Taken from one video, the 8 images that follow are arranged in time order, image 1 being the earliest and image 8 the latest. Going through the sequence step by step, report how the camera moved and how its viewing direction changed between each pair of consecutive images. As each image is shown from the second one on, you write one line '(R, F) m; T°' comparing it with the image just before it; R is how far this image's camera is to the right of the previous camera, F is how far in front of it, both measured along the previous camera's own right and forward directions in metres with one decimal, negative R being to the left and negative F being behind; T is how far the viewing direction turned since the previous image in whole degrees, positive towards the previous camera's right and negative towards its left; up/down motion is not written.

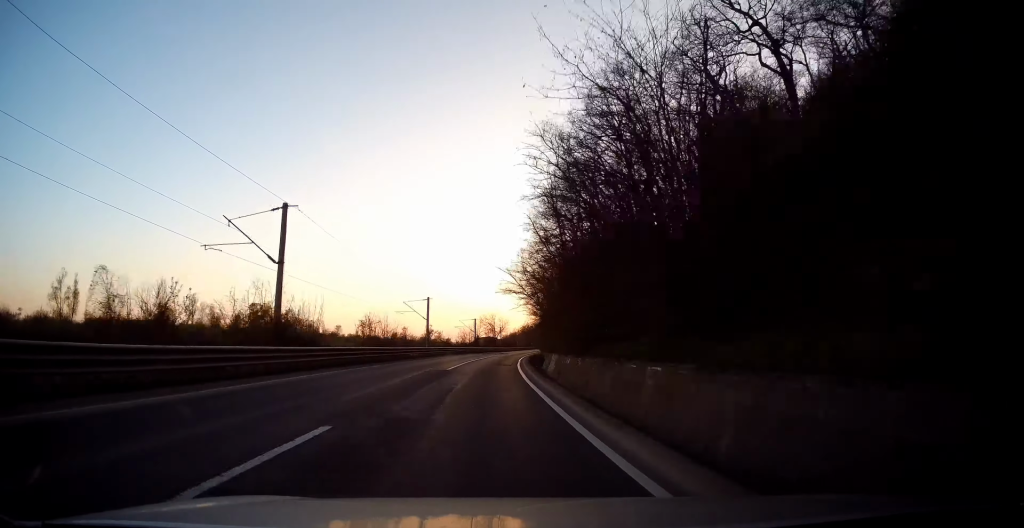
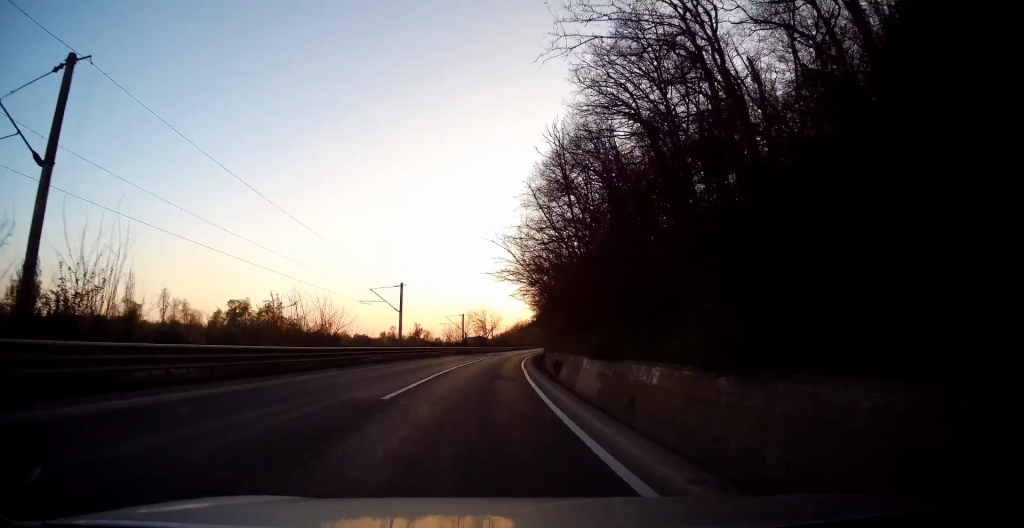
(0.0, +14.6) m; +1°
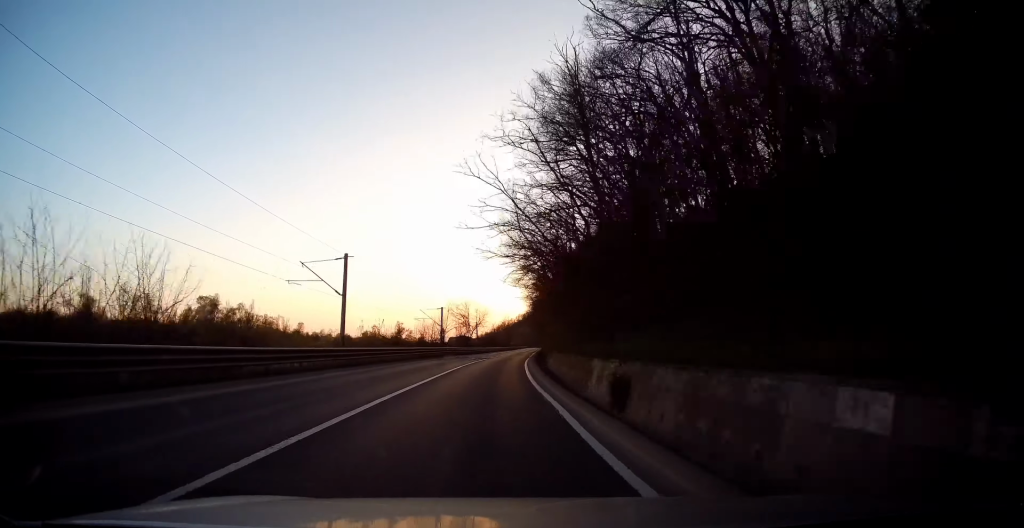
(+0.3, +16.5) m; +2°
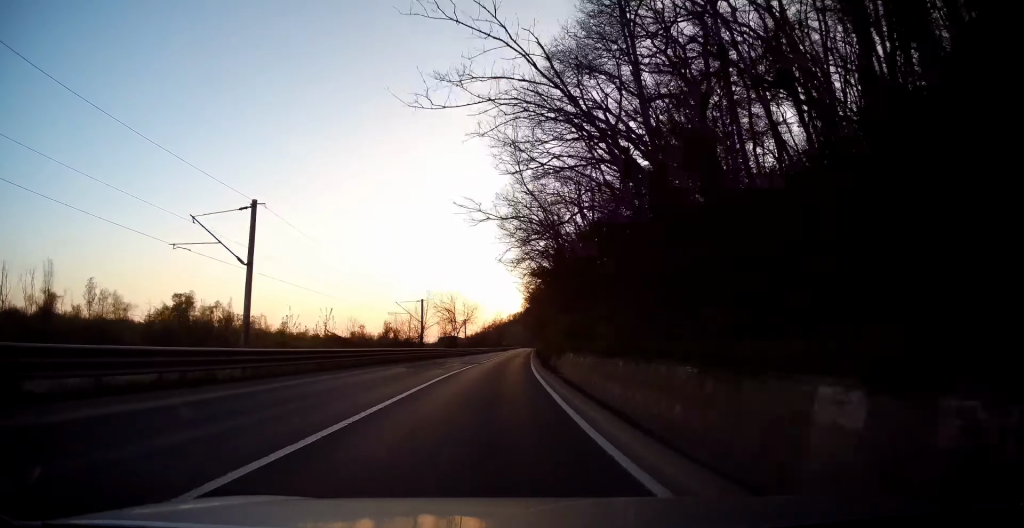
(+0.1, +13.7) m; +1°
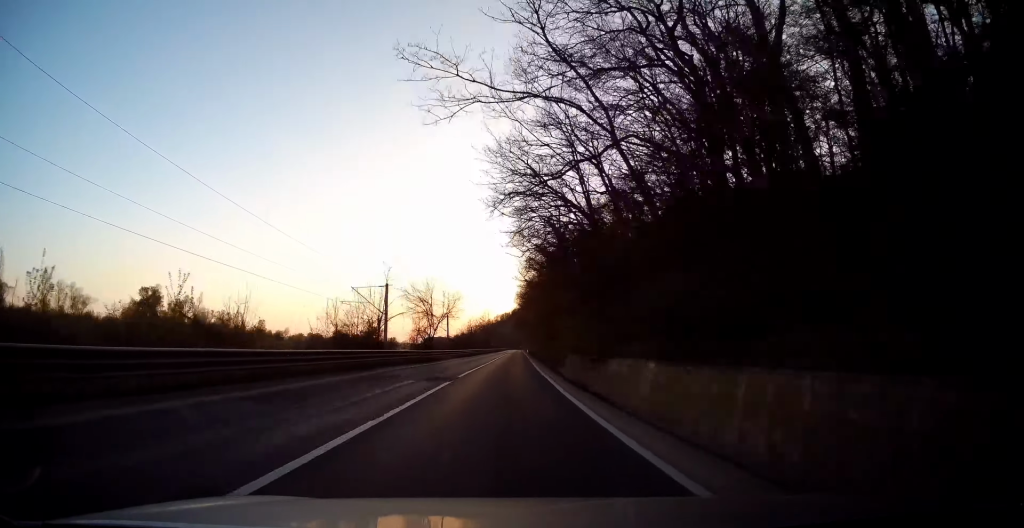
(+0.3, +16.5) m; +1°
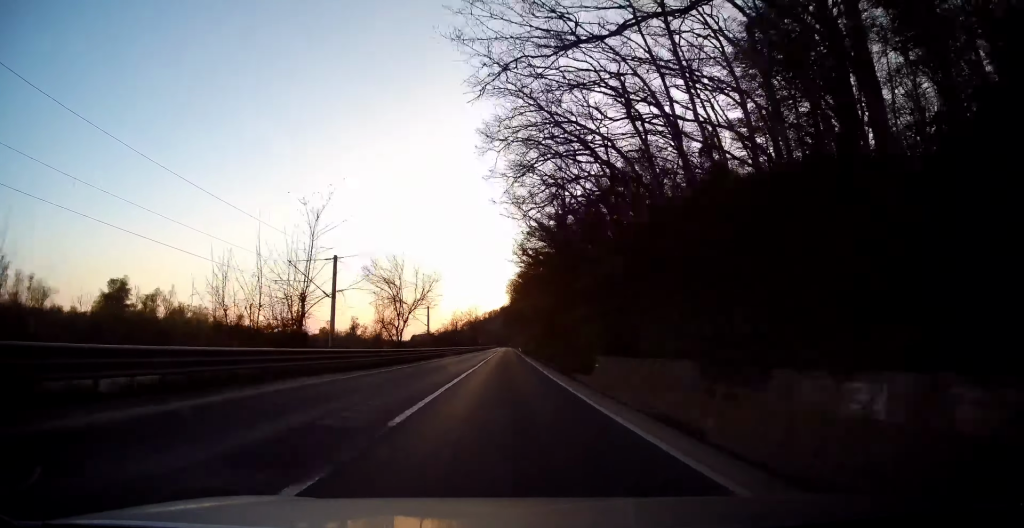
(0.0, +13.8) m; +1°
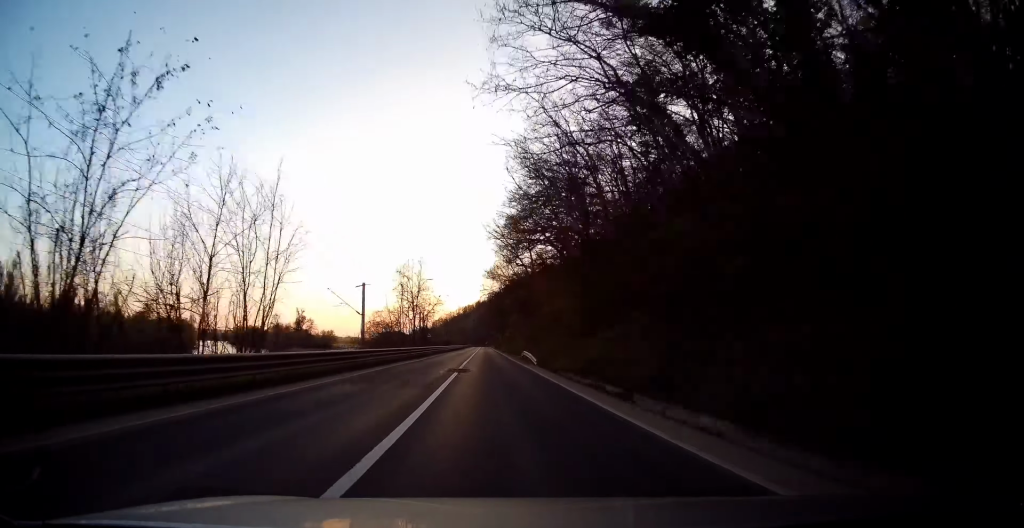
(+3.5, +74.3) m; +4°
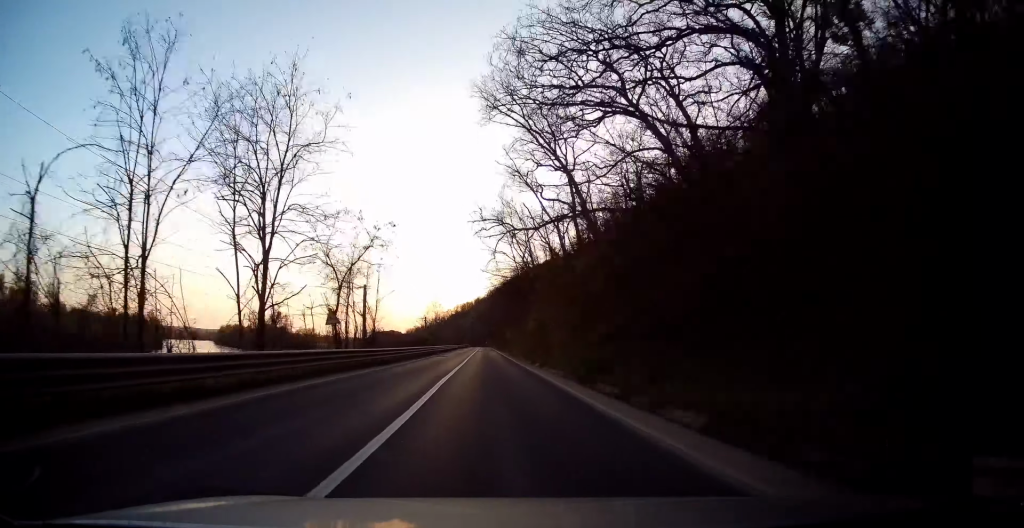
(0.0, +43.2) m; +1°
